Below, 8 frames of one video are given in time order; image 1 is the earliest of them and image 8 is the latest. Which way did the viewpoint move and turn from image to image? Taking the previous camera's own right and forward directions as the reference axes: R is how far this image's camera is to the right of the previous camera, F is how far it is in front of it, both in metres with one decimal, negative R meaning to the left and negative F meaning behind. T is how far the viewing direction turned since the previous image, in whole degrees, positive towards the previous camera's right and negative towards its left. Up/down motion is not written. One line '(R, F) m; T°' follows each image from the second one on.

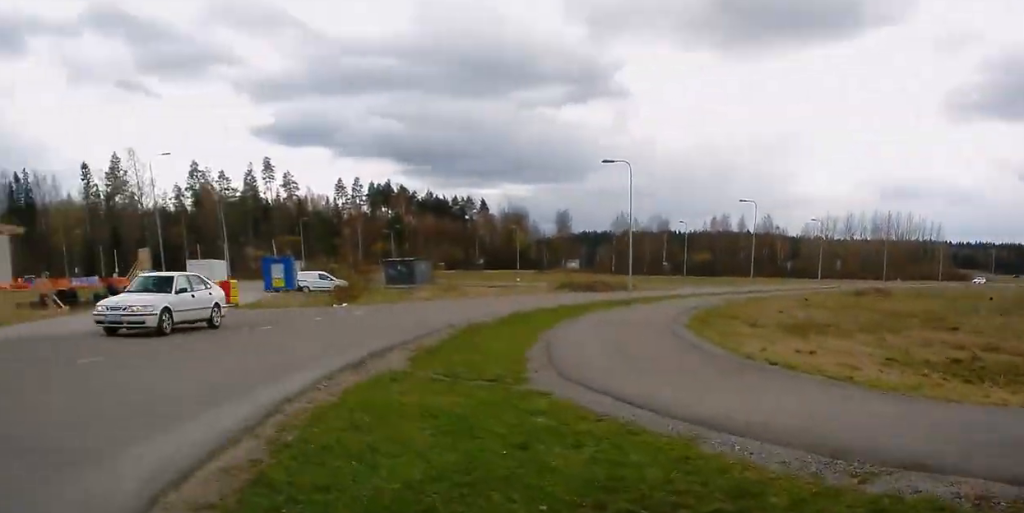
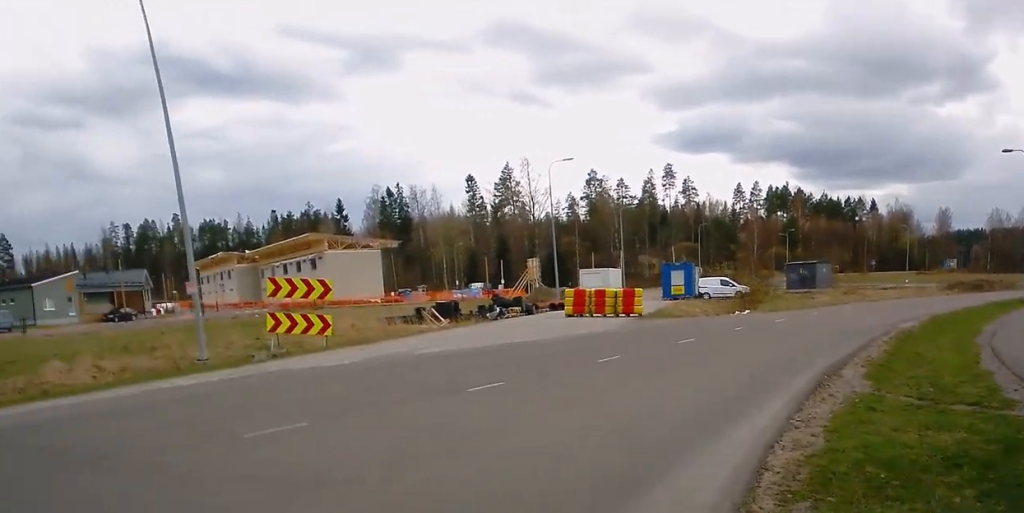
(-1.0, +4.2) m; -8°
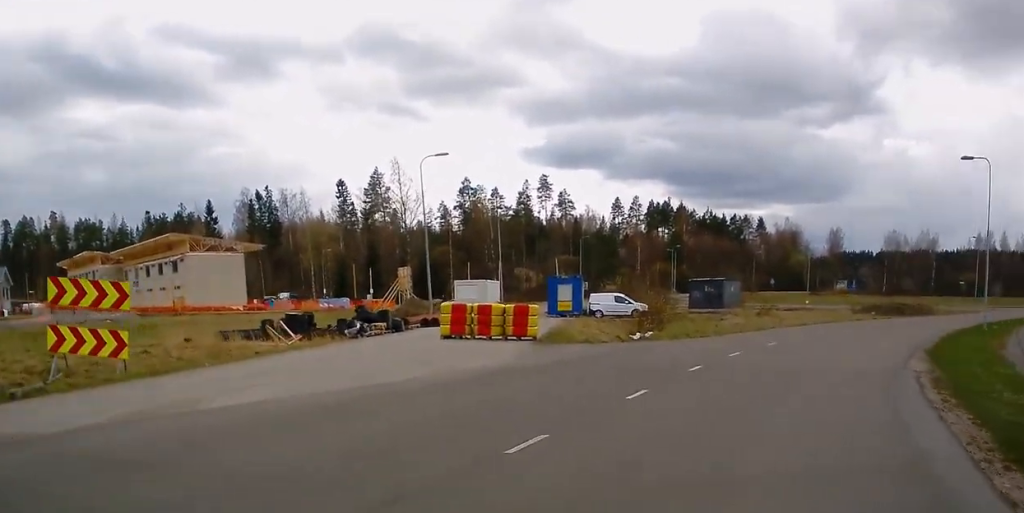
(+1.2, +9.1) m; +18°
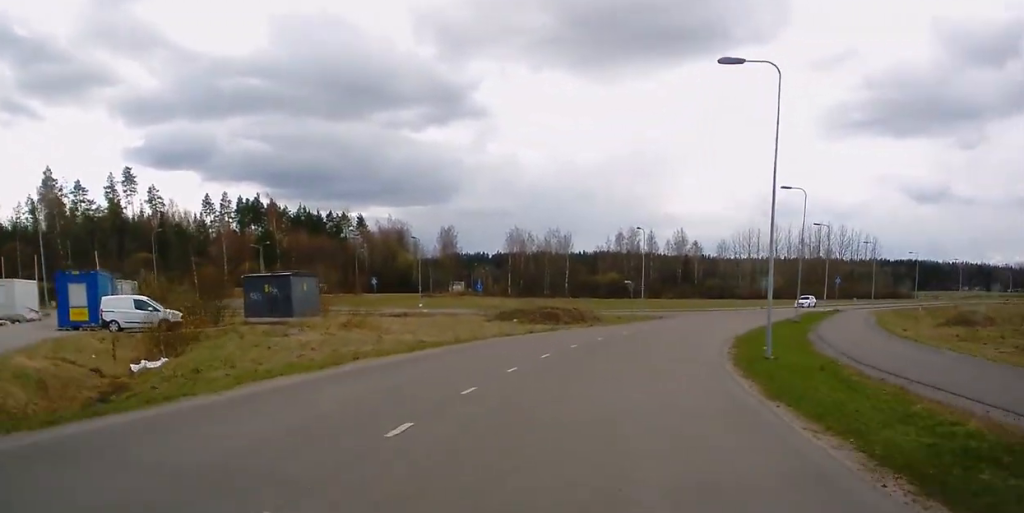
(+3.2, +17.8) m; +16°
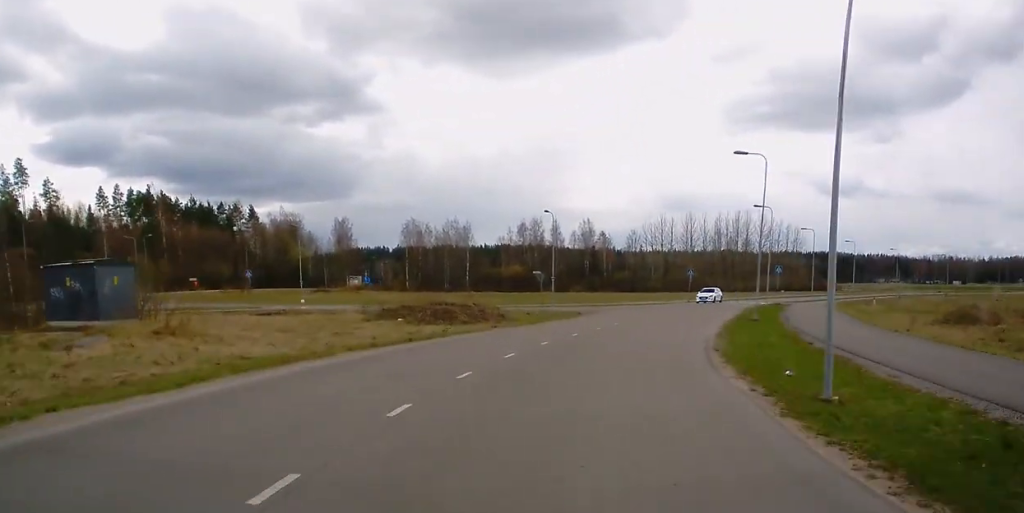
(-0.2, +8.7) m; +5°
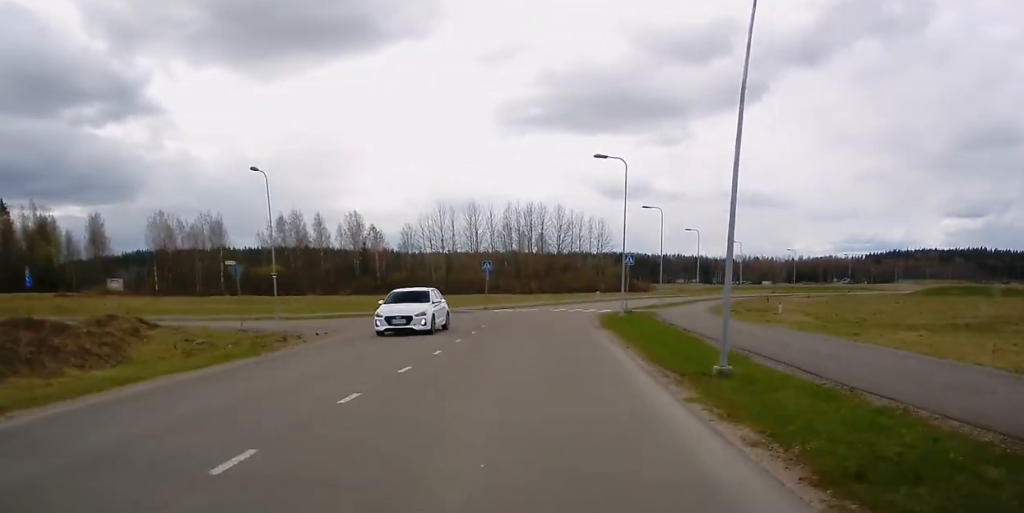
(+2.8, +24.6) m; +10°
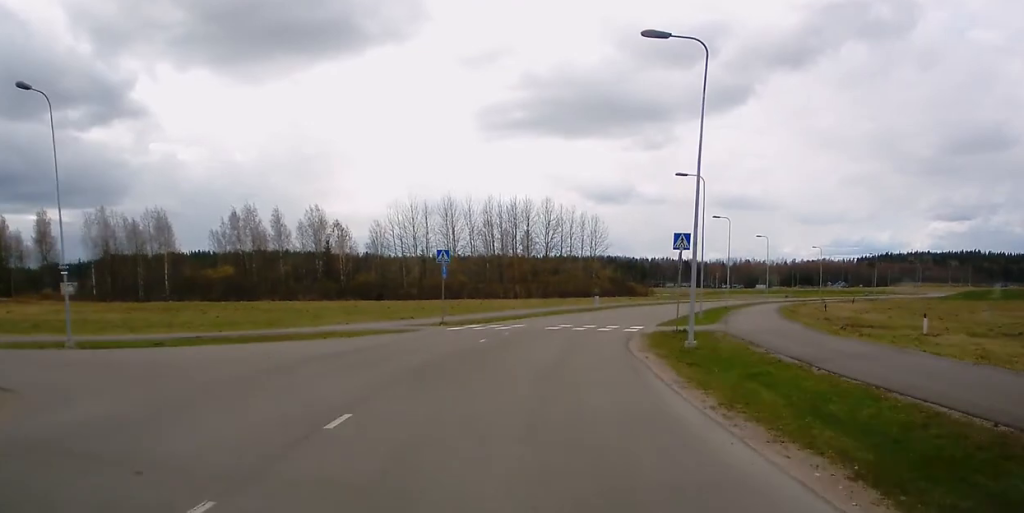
(+1.0, +21.2) m; +4°
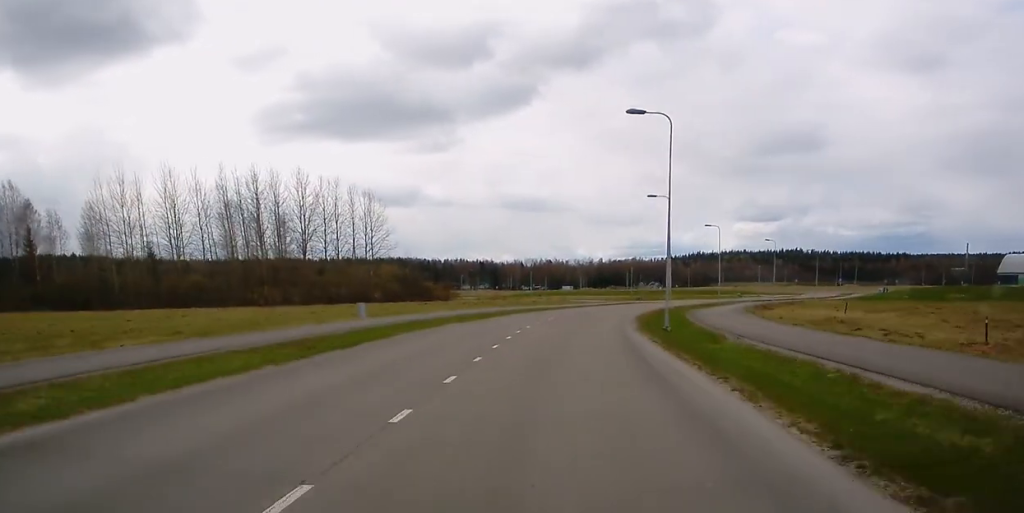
(+4.8, +46.7) m; +12°
